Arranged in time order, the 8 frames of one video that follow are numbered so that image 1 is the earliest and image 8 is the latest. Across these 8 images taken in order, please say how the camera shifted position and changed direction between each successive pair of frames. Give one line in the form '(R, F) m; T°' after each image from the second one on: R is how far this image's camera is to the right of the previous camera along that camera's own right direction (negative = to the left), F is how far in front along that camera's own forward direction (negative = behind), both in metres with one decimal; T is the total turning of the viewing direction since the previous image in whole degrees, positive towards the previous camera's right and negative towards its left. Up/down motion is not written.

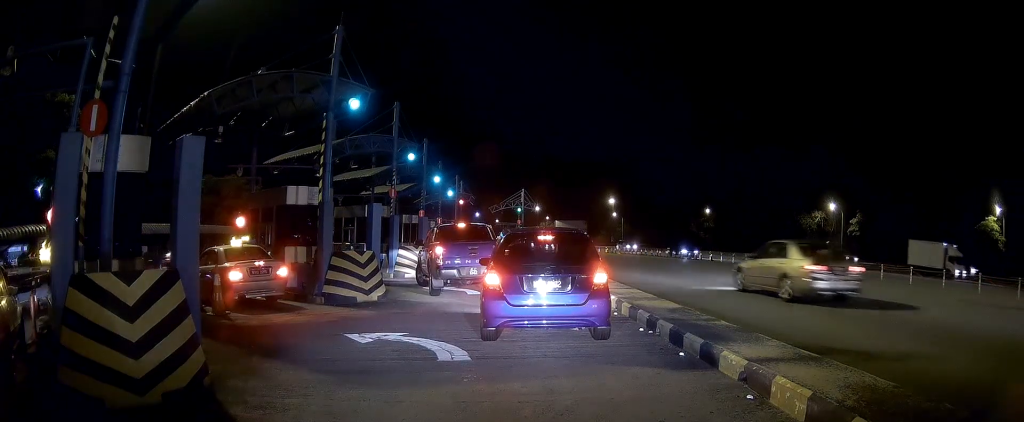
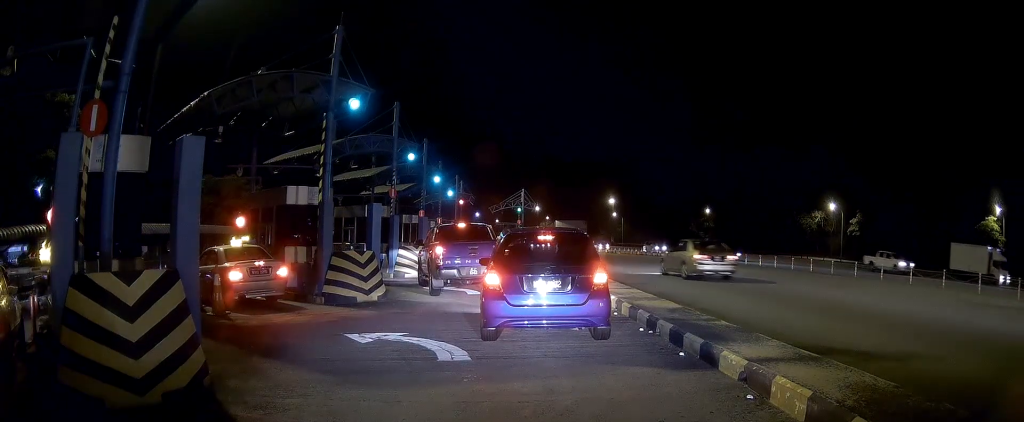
(0.0, 0.0) m; 0°
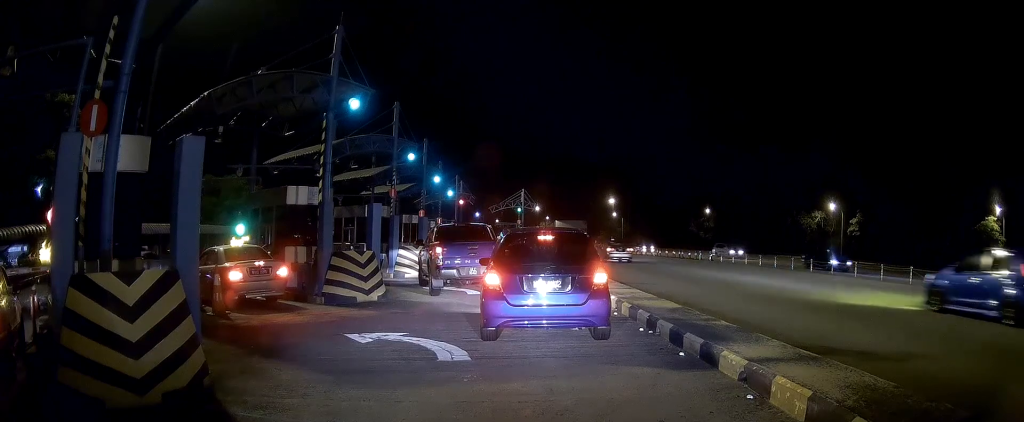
(0.0, 0.0) m; 0°
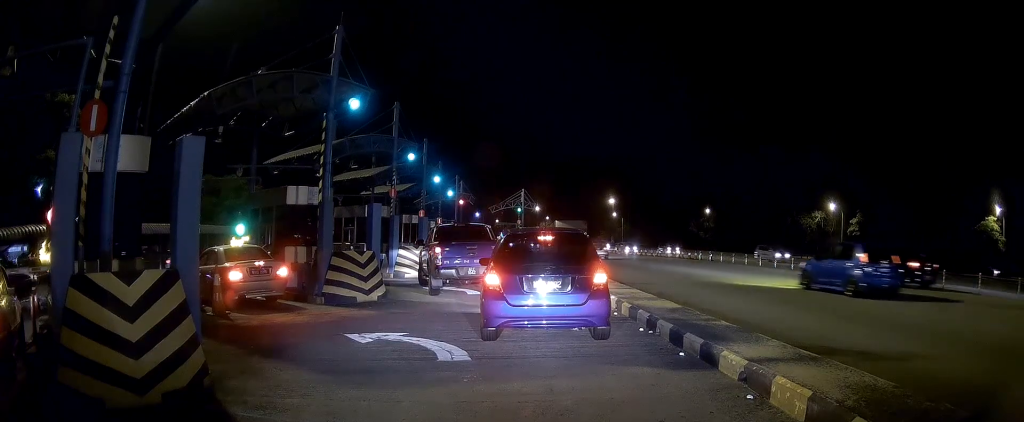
(0.0, 0.0) m; 0°
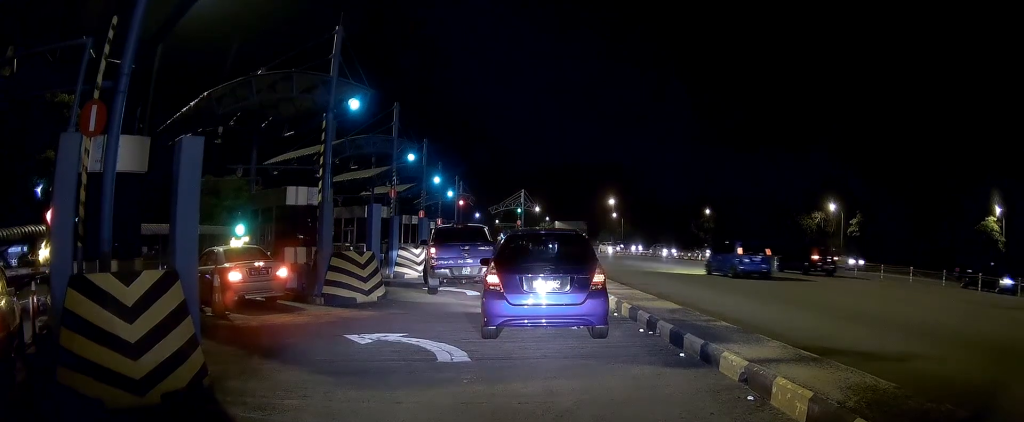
(0.0, 0.0) m; 0°
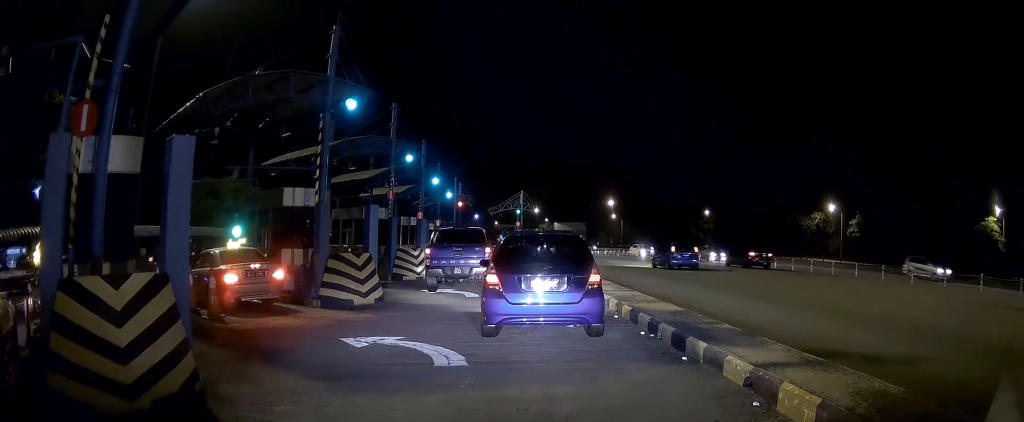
(0.0, 0.0) m; 0°
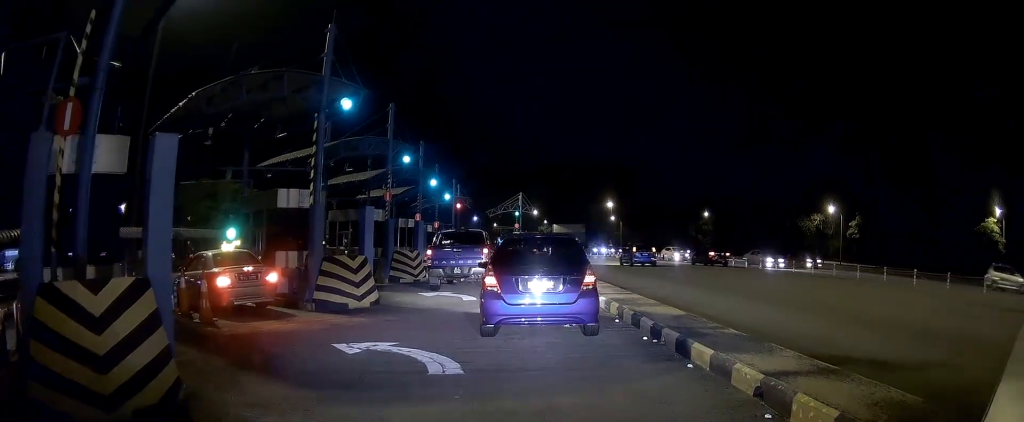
(0.0, 0.0) m; 0°
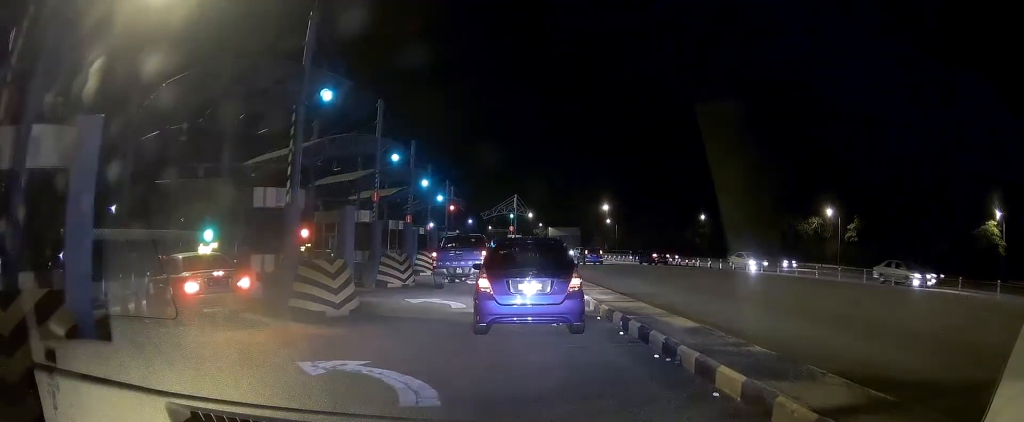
(-0.1, +1.0) m; 0°
